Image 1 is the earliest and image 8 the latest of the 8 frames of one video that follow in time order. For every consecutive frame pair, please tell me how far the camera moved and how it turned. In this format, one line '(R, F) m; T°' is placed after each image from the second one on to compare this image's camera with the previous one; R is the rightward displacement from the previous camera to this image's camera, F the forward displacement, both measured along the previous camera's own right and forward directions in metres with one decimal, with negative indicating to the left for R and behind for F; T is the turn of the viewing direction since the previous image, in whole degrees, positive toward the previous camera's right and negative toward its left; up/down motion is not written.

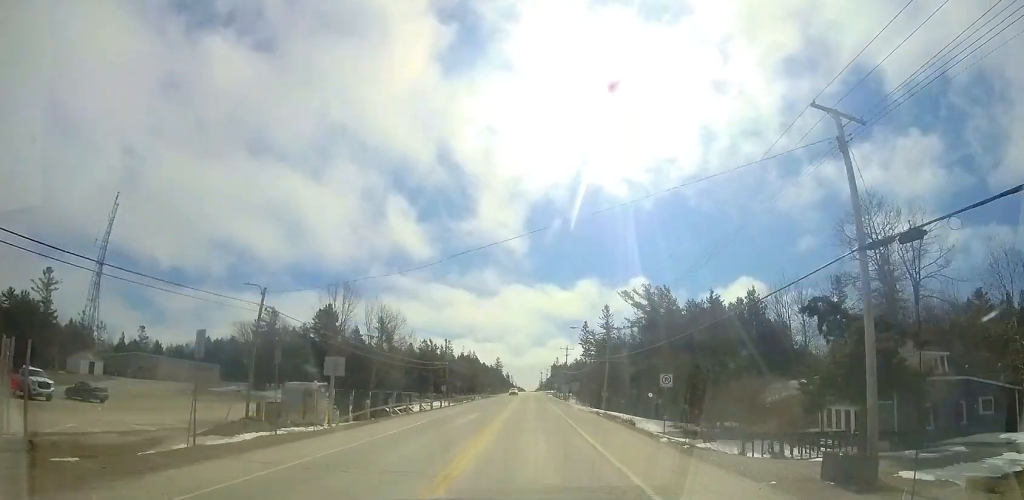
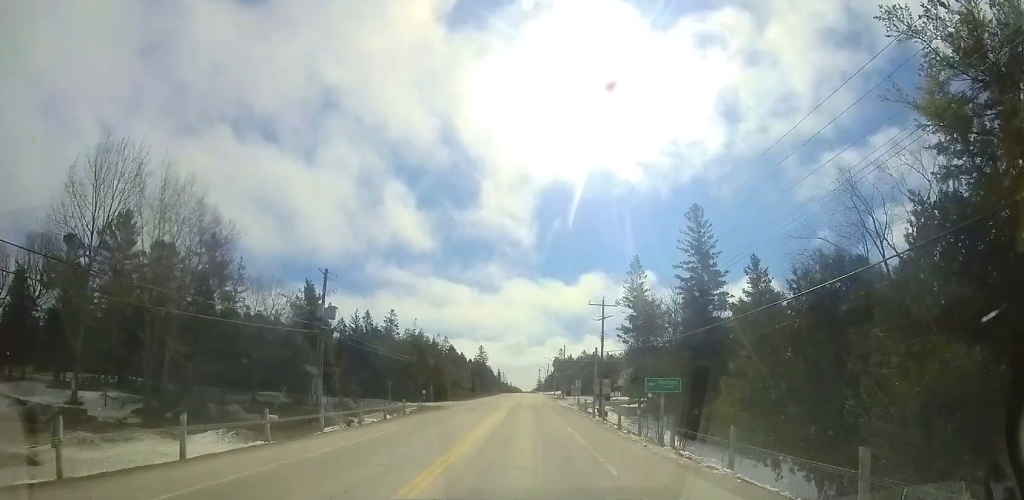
(+2.4, +48.1) m; +4°
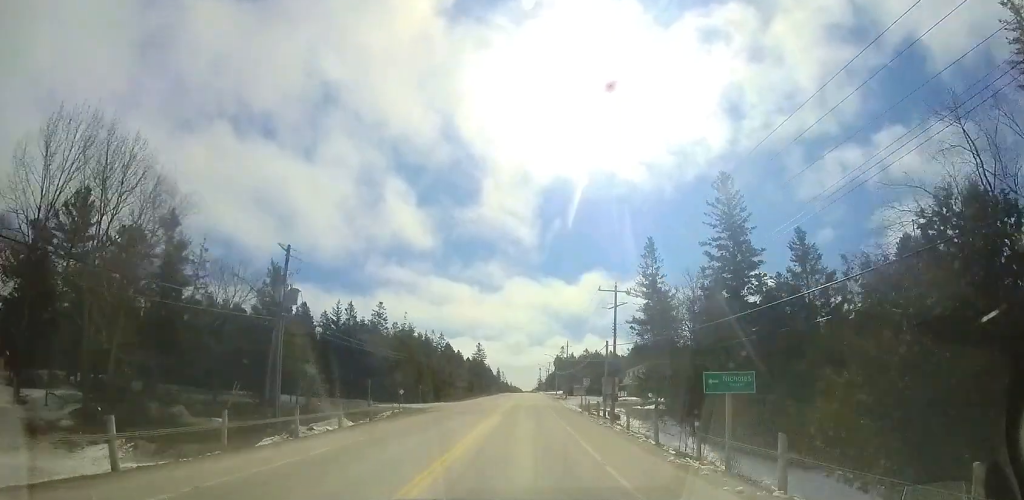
(0.0, +5.9) m; 0°
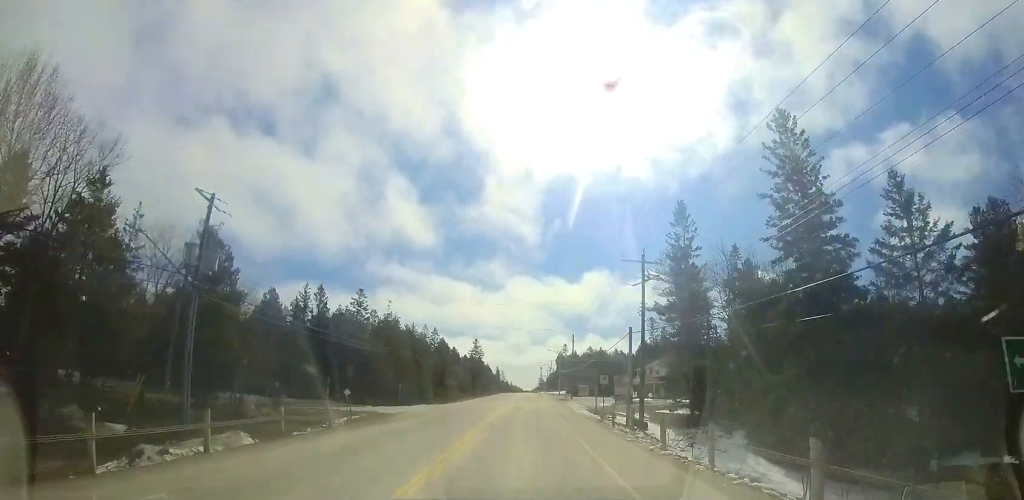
(0.0, +8.4) m; 0°
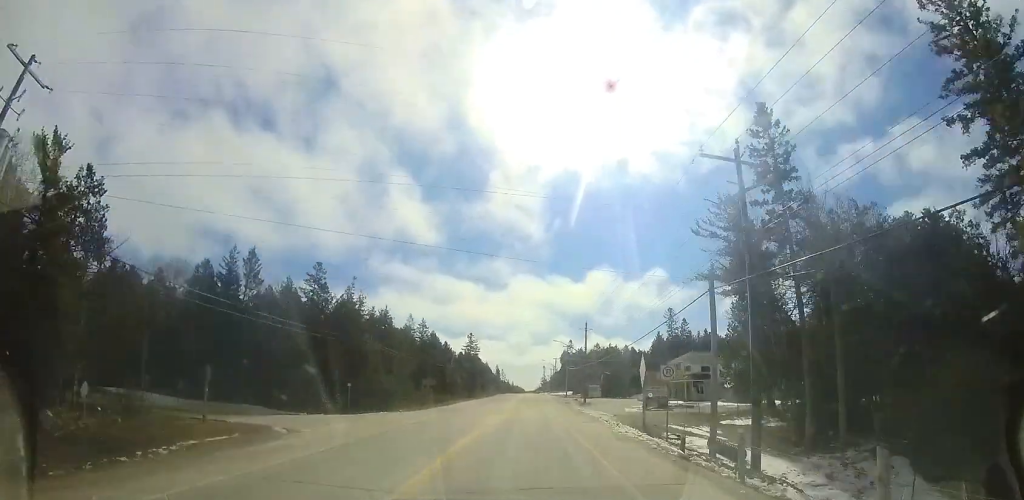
(0.0, +12.8) m; 0°
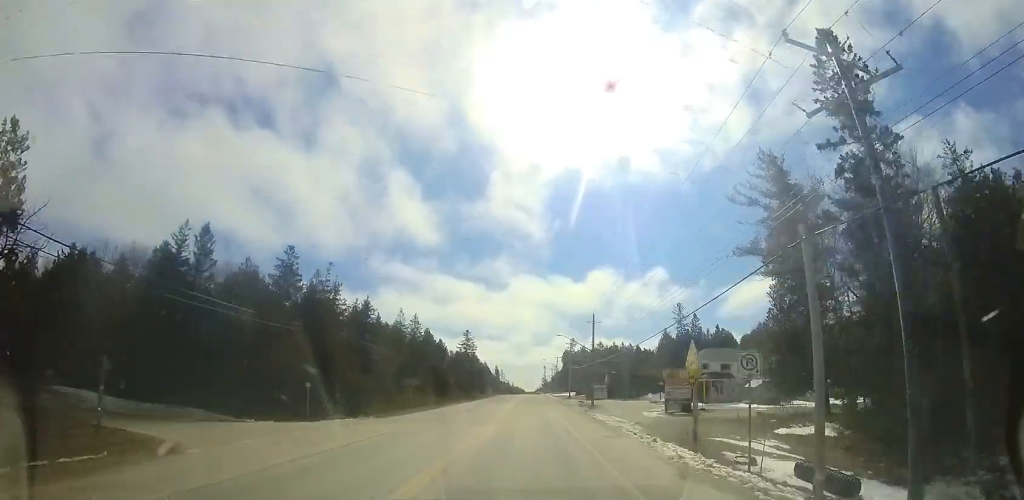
(0.0, +5.9) m; +1°
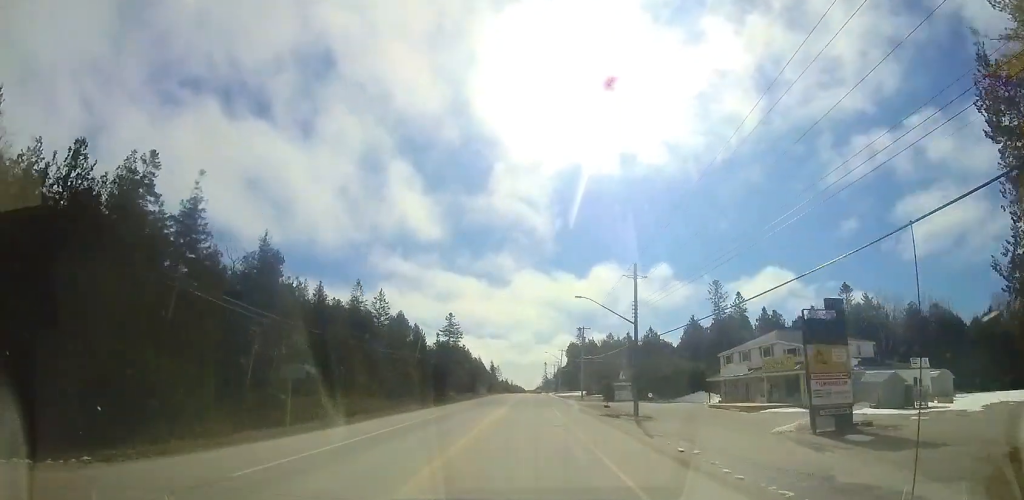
(+0.4, +18.4) m; -2°
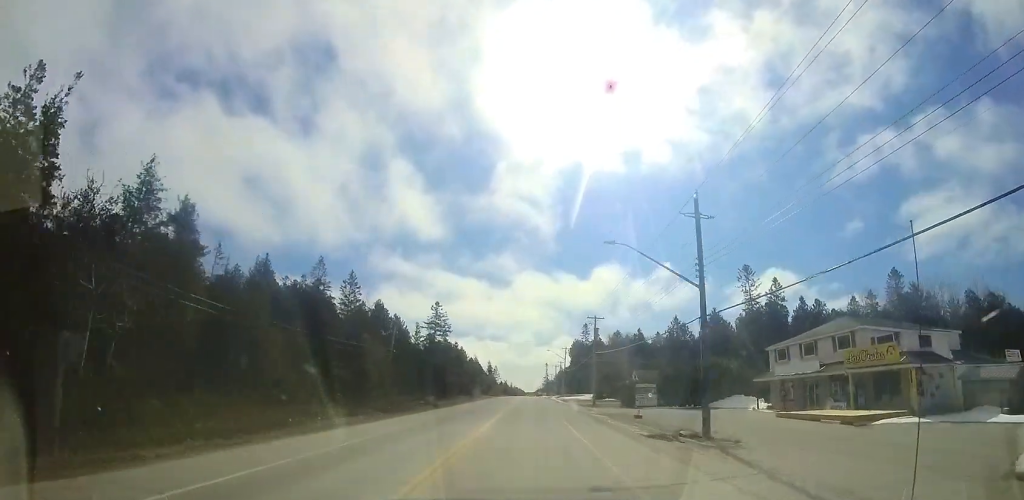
(-0.7, +10.3) m; -2°
